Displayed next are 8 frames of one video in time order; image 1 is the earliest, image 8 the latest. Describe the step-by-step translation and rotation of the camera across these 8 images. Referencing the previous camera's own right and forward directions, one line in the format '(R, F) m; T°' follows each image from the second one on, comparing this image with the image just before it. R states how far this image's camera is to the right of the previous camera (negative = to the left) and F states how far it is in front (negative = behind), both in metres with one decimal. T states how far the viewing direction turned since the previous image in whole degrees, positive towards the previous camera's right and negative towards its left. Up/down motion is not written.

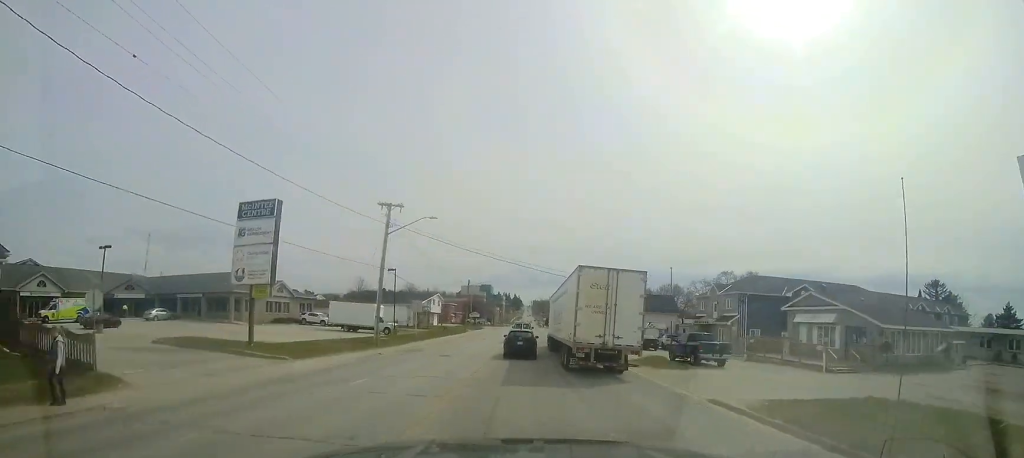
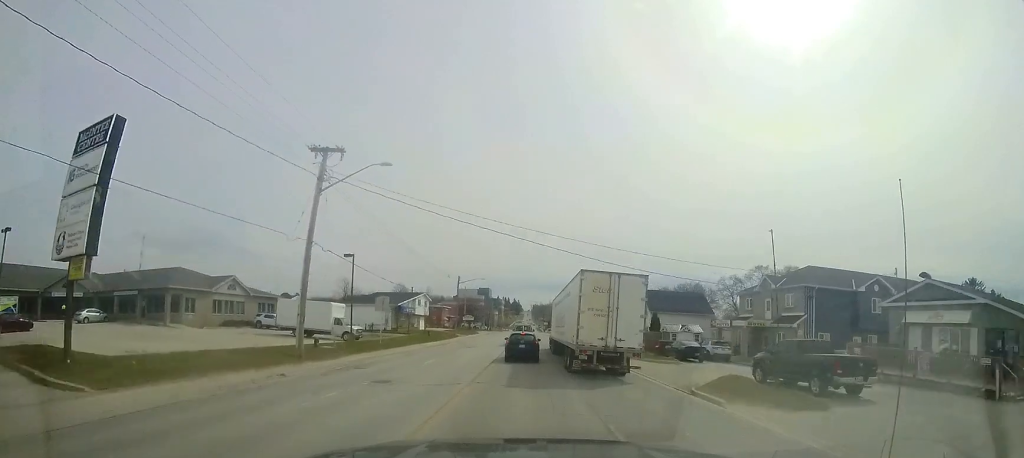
(0.0, +9.8) m; 0°
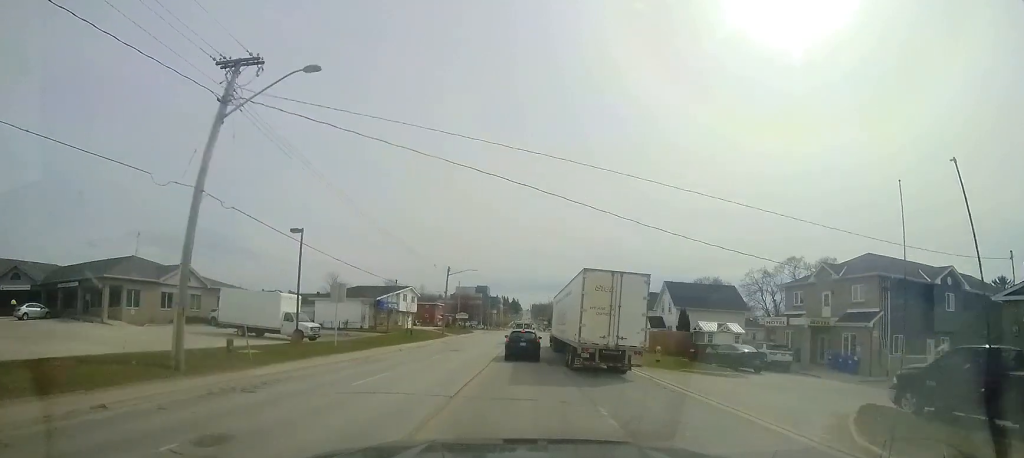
(-0.1, +7.2) m; -1°
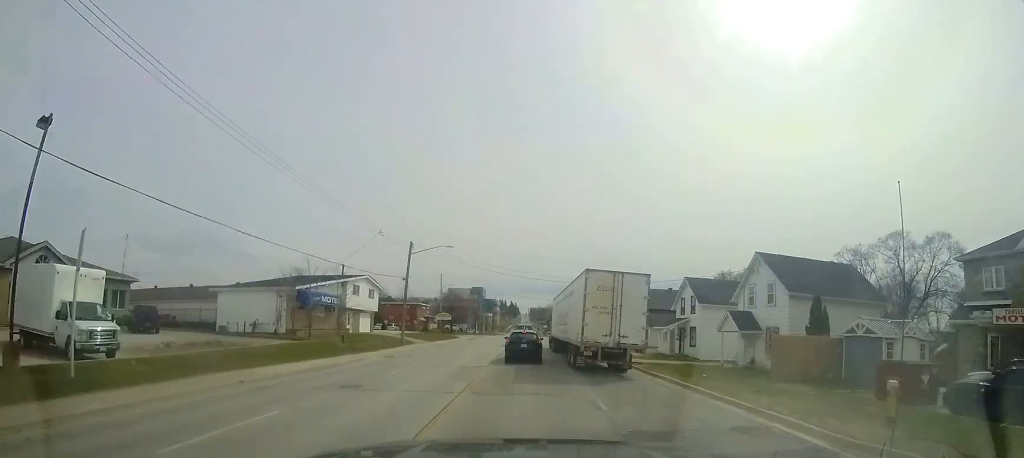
(0.0, +15.8) m; 0°
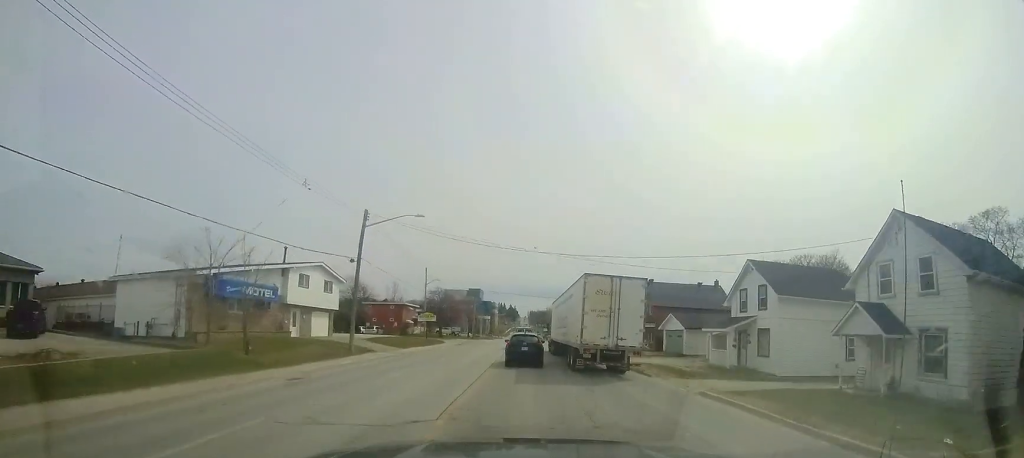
(0.0, +10.0) m; 0°
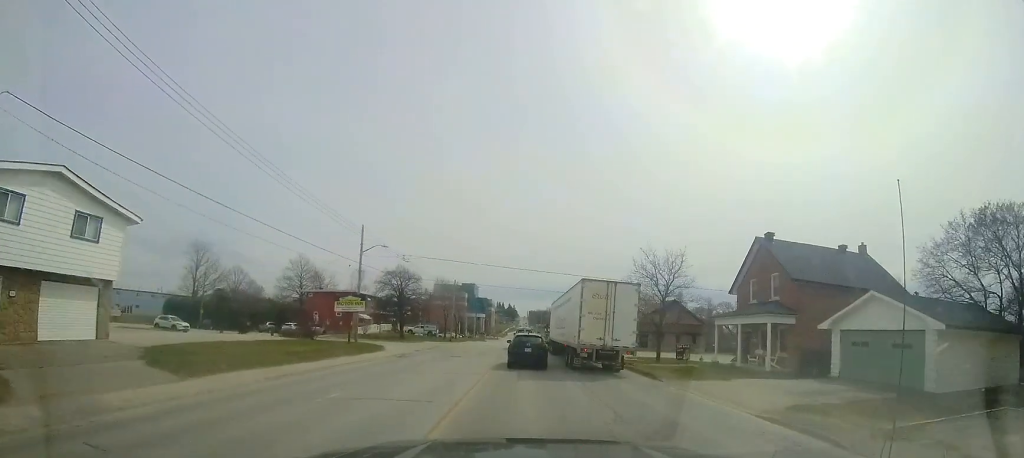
(-0.1, +22.7) m; 0°
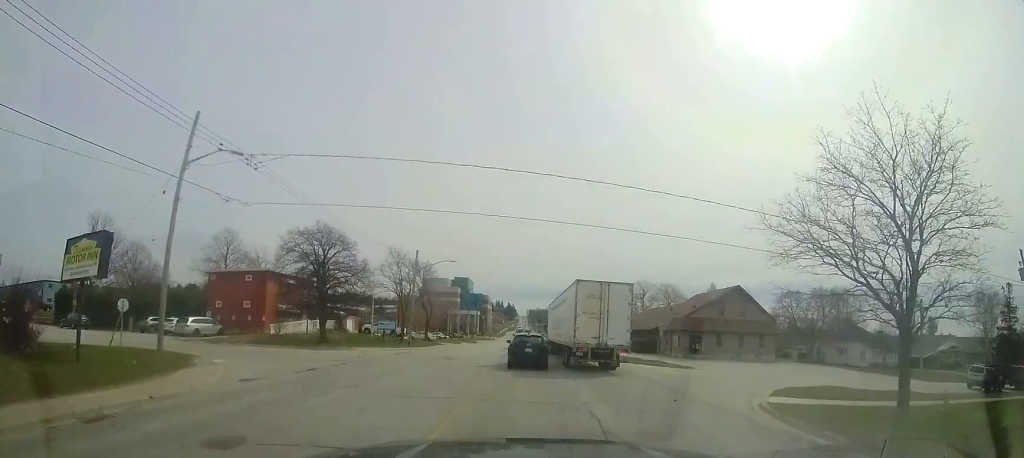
(+0.4, +19.5) m; +1°
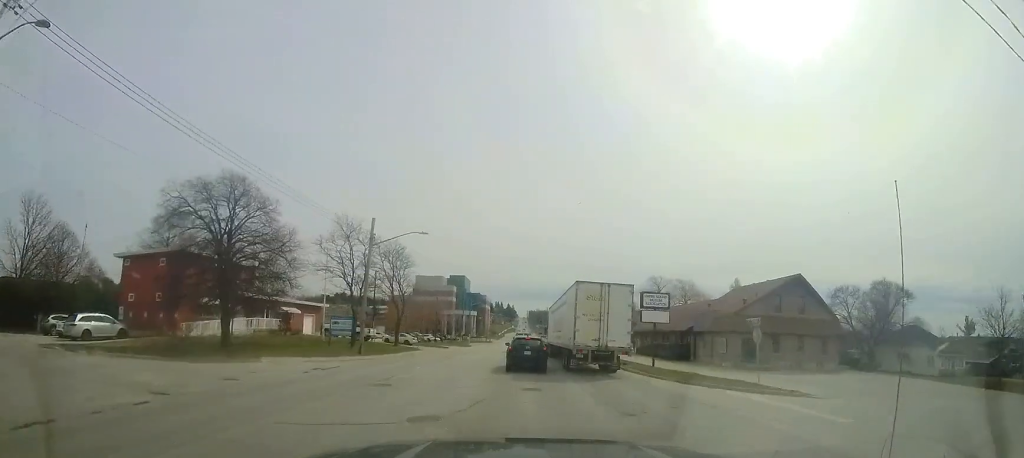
(0.0, +10.6) m; 0°
